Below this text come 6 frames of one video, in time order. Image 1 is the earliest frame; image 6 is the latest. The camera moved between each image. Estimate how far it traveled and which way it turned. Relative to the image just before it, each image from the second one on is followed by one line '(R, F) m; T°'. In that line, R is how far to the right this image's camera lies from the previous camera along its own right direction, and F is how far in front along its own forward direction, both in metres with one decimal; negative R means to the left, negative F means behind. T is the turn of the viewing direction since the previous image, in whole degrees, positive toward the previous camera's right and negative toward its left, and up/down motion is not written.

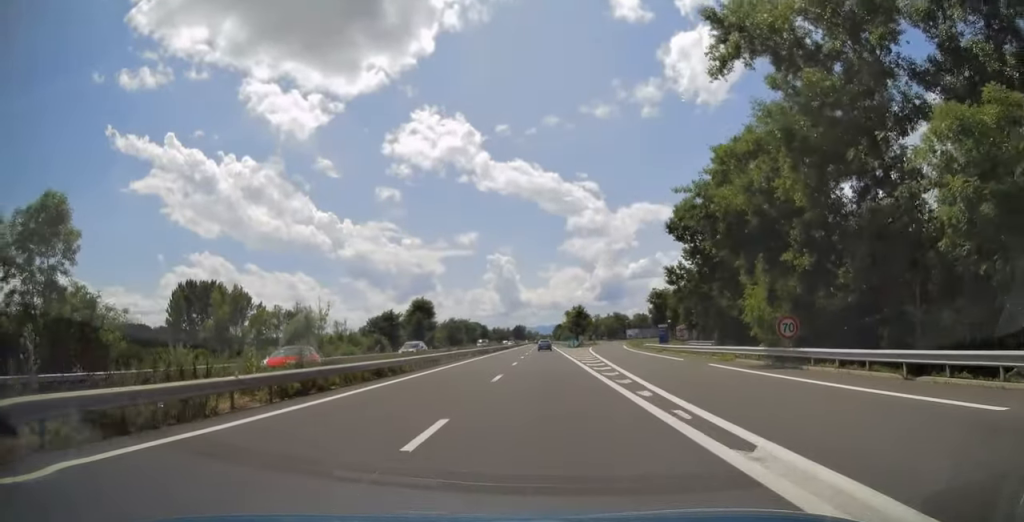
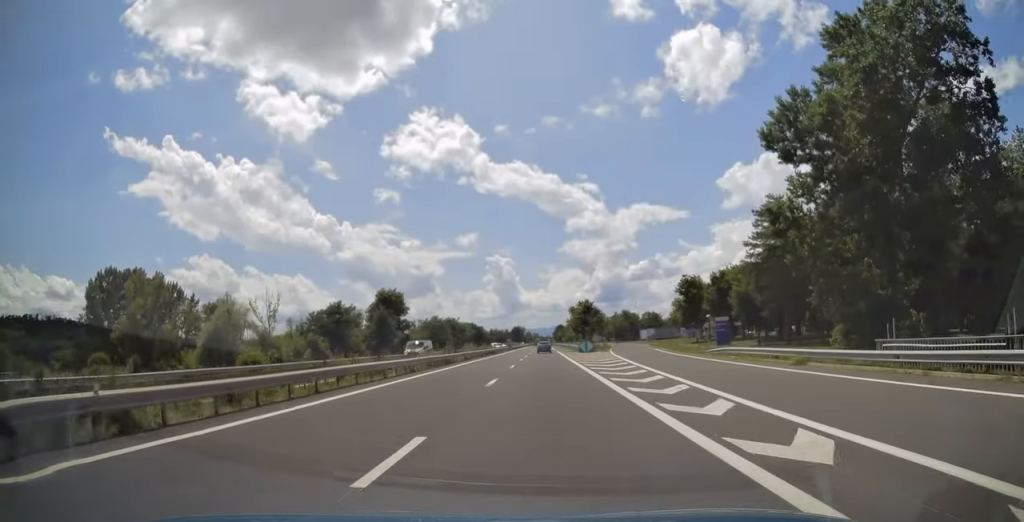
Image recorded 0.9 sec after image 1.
(+0.1, +28.6) m; 0°
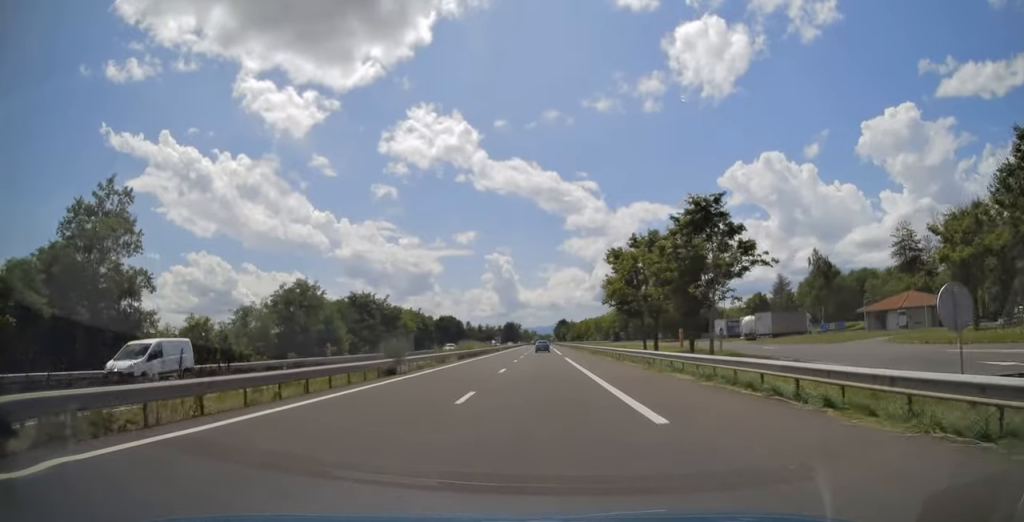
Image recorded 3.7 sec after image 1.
(+0.1, +88.2) m; 0°
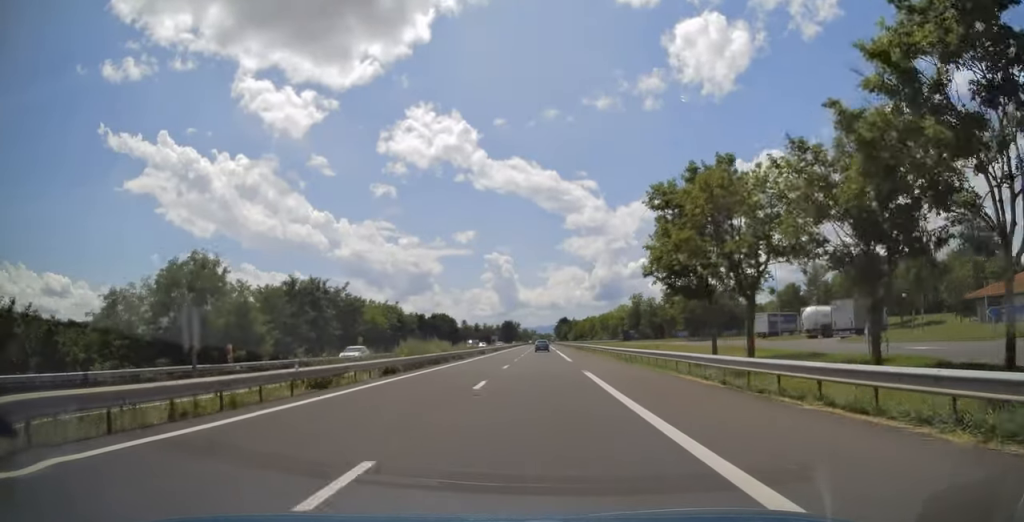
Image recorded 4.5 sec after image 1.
(-0.3, +23.0) m; 0°
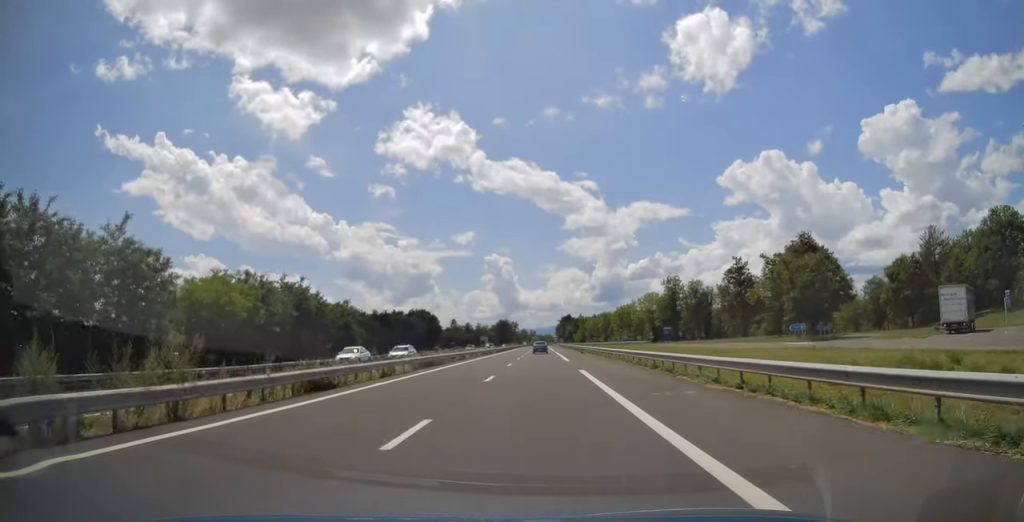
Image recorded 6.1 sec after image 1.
(+0.2, +49.5) m; 0°
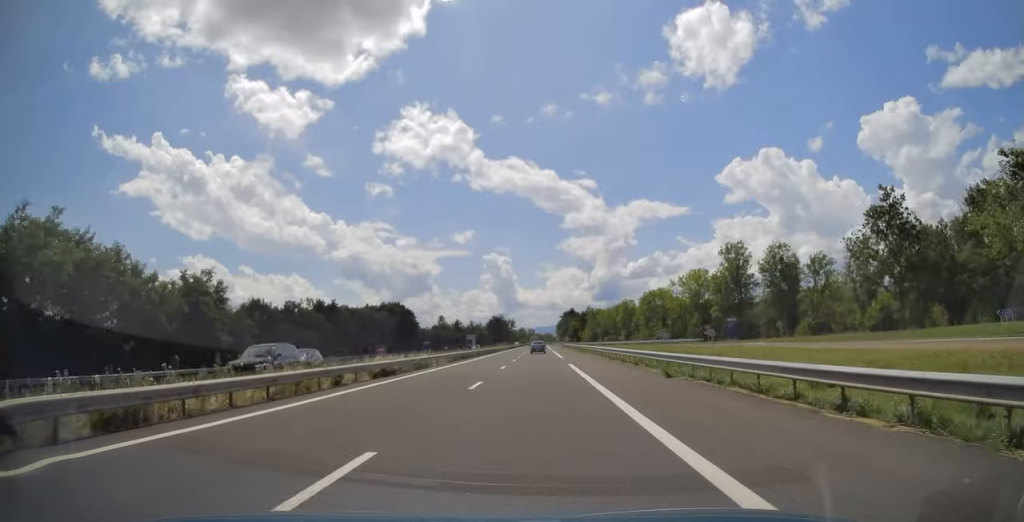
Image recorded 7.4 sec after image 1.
(+0.1, +43.2) m; 0°
